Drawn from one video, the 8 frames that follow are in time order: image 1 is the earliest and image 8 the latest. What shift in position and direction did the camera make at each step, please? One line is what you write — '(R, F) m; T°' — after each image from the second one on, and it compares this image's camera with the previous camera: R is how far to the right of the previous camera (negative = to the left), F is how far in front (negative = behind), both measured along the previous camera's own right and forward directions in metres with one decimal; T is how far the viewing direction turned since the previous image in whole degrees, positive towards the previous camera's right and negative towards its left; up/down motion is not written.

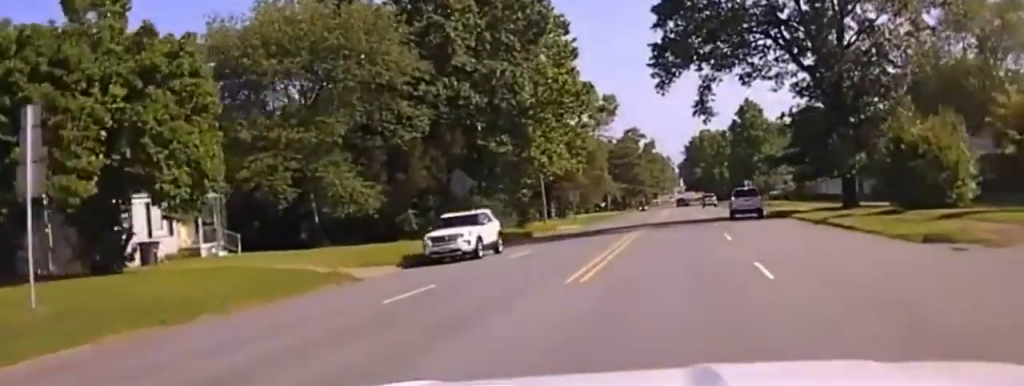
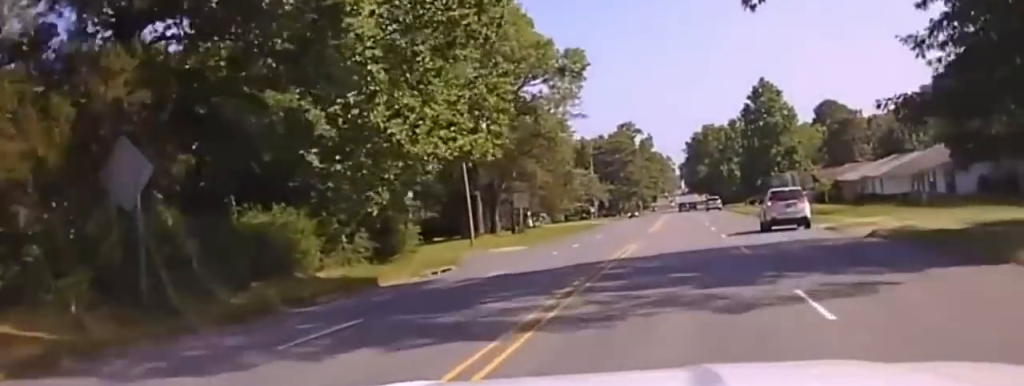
(-0.1, +31.1) m; 0°
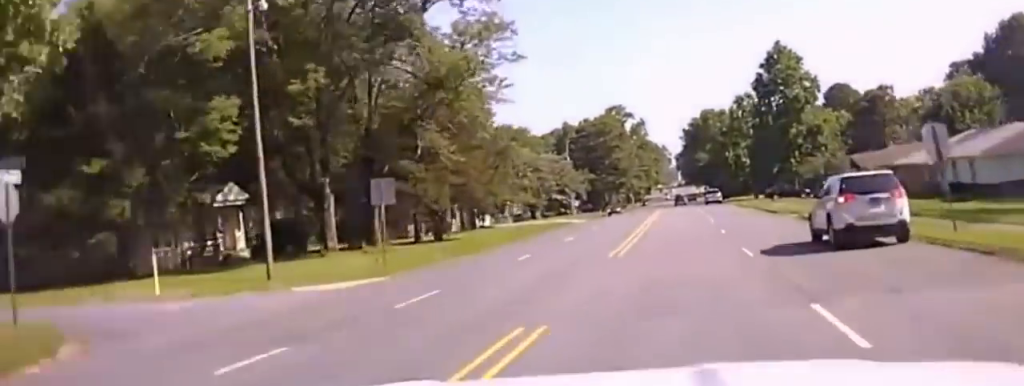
(0.0, +26.7) m; 0°
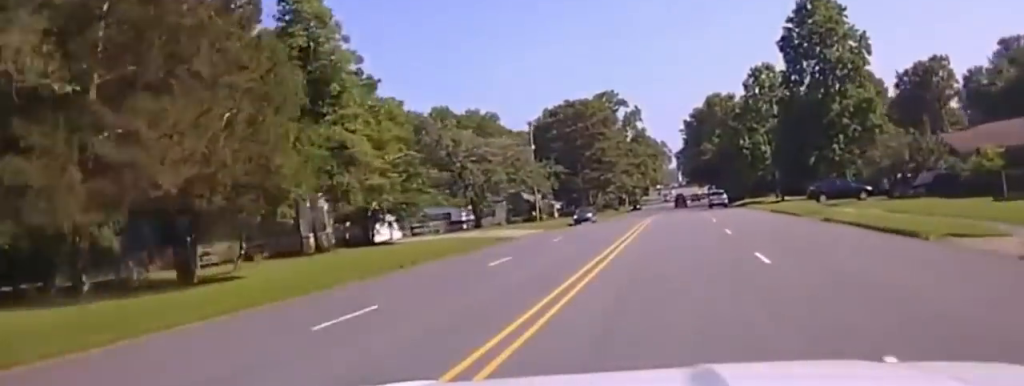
(+0.1, +28.2) m; 0°
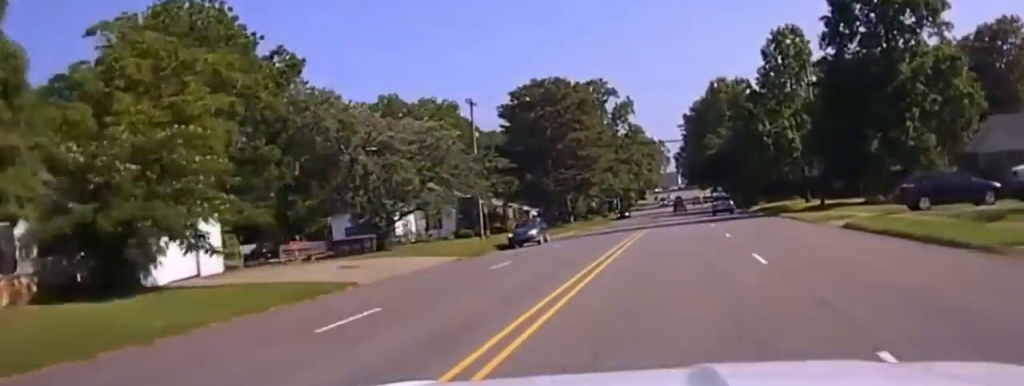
(0.0, +24.1) m; 0°
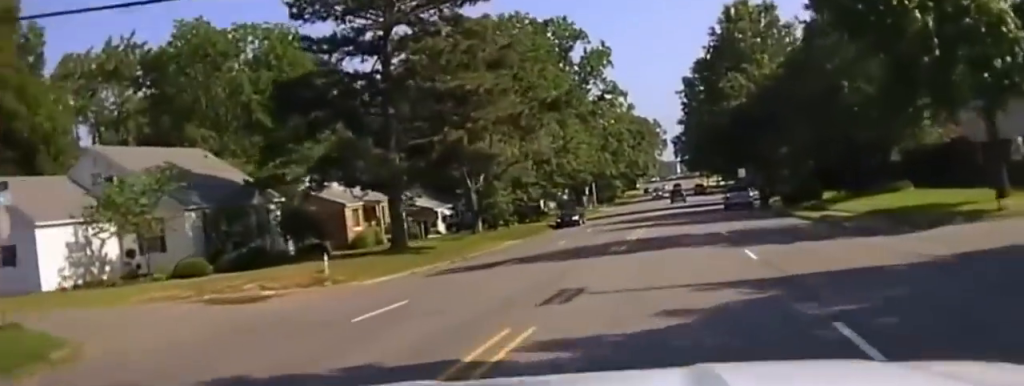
(0.0, +46.9) m; 0°
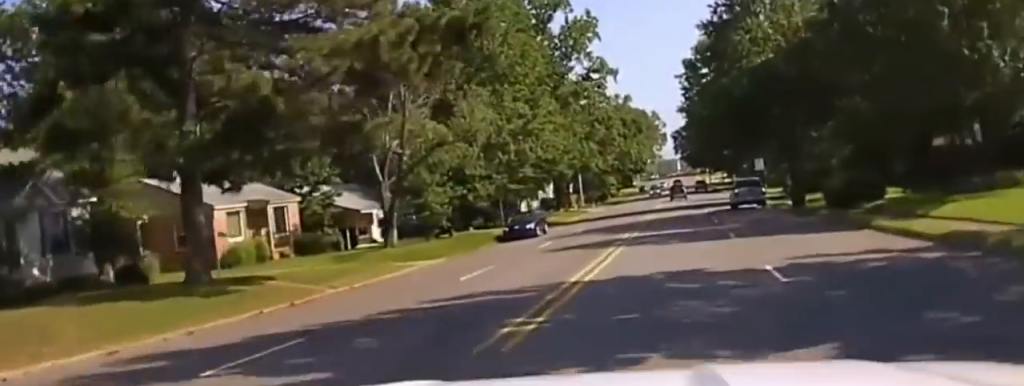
(0.0, +16.7) m; 0°
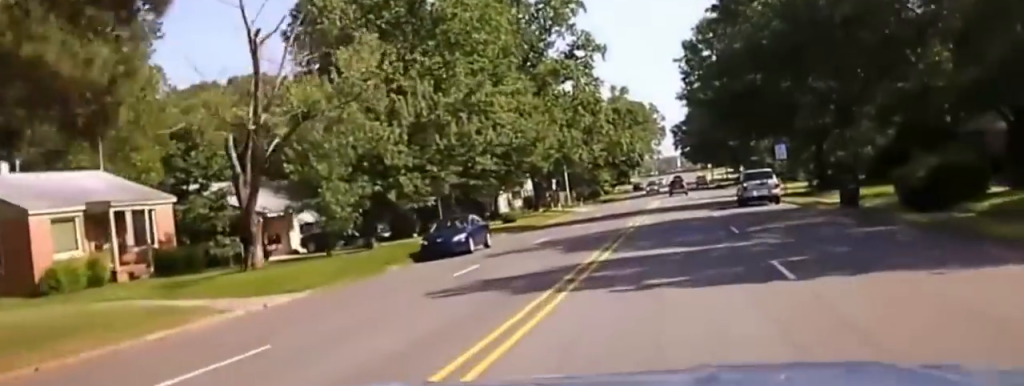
(0.0, +13.0) m; 0°
